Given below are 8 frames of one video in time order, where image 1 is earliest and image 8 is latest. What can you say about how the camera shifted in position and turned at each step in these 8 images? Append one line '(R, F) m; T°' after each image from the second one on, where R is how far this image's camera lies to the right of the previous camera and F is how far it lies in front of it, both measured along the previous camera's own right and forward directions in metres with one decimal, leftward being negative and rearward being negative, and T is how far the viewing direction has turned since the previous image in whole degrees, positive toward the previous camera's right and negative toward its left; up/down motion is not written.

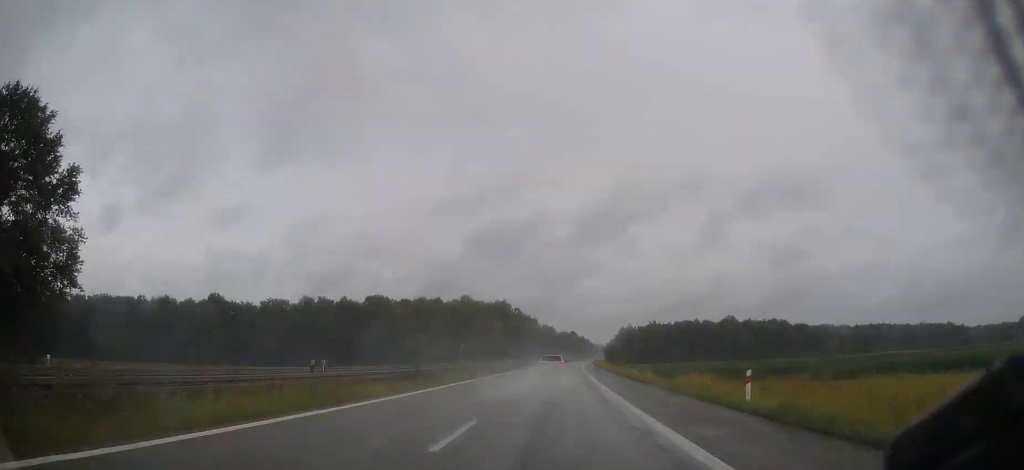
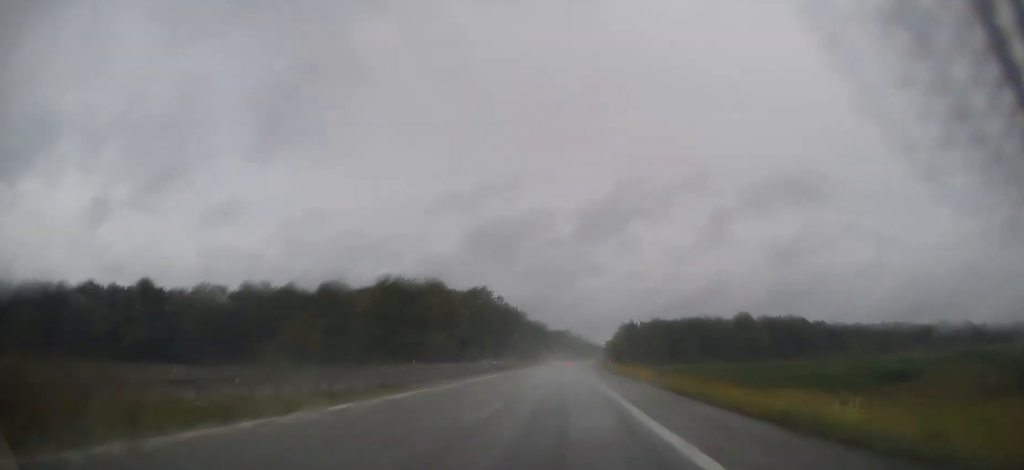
(0.0, +43.0) m; 0°
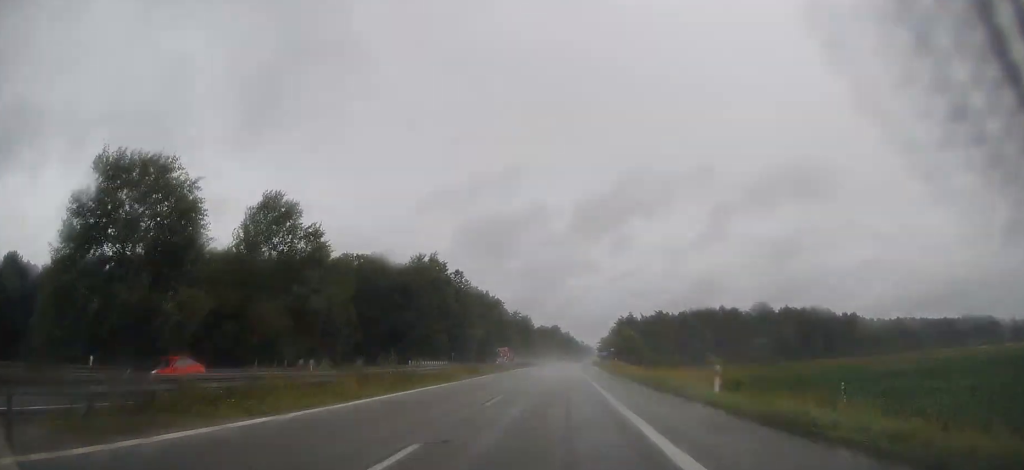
(+0.3, +57.3) m; +1°
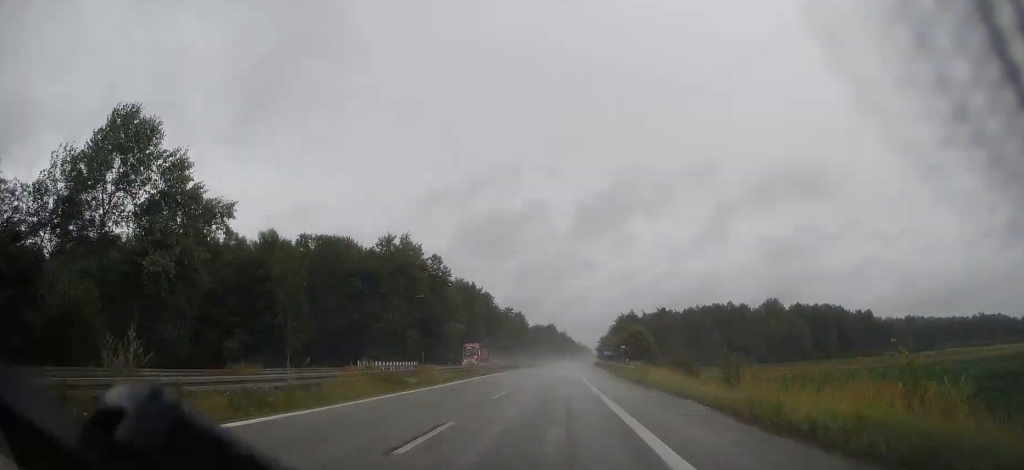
(+0.2, +20.5) m; 0°
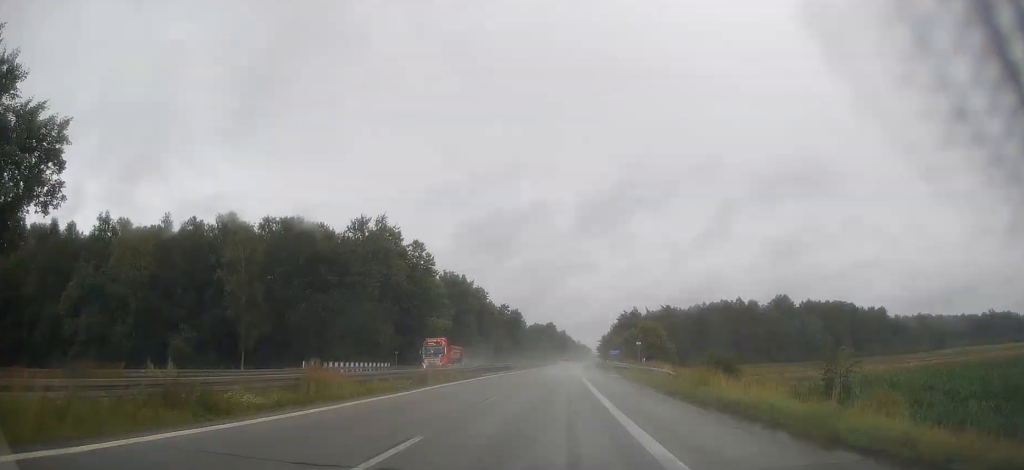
(0.0, +14.4) m; 0°
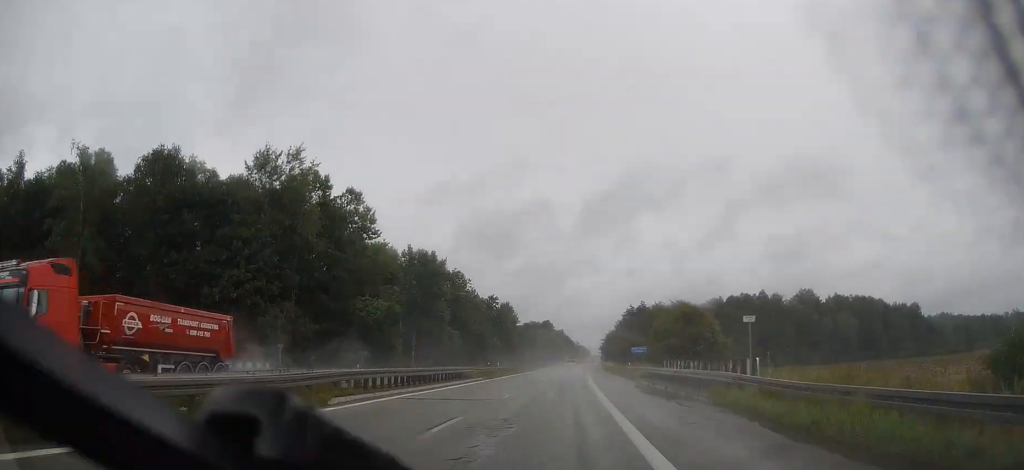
(-0.2, +31.8) m; 0°
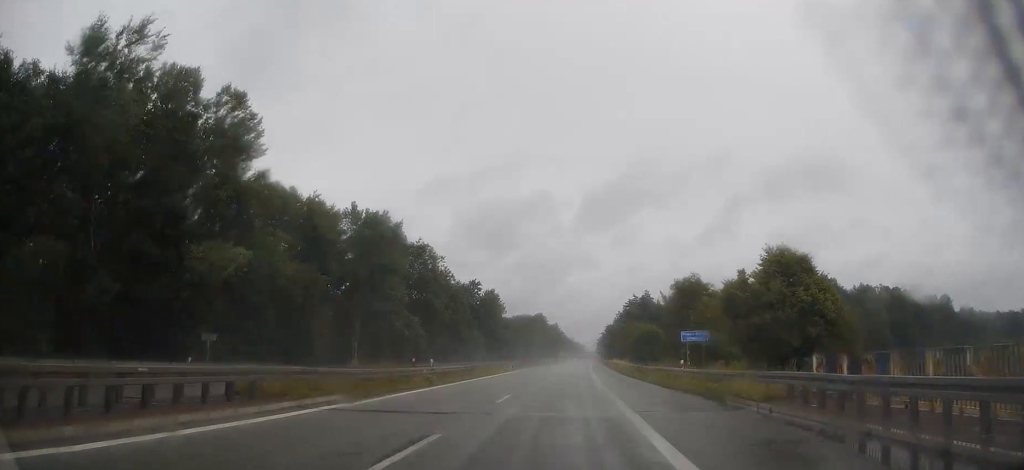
(+0.2, +27.8) m; +1°
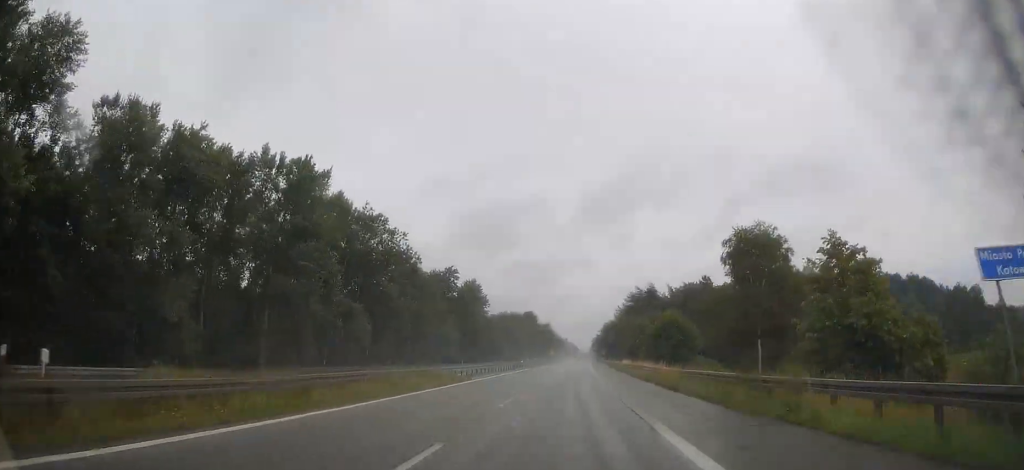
(+0.4, +24.8) m; +1°
